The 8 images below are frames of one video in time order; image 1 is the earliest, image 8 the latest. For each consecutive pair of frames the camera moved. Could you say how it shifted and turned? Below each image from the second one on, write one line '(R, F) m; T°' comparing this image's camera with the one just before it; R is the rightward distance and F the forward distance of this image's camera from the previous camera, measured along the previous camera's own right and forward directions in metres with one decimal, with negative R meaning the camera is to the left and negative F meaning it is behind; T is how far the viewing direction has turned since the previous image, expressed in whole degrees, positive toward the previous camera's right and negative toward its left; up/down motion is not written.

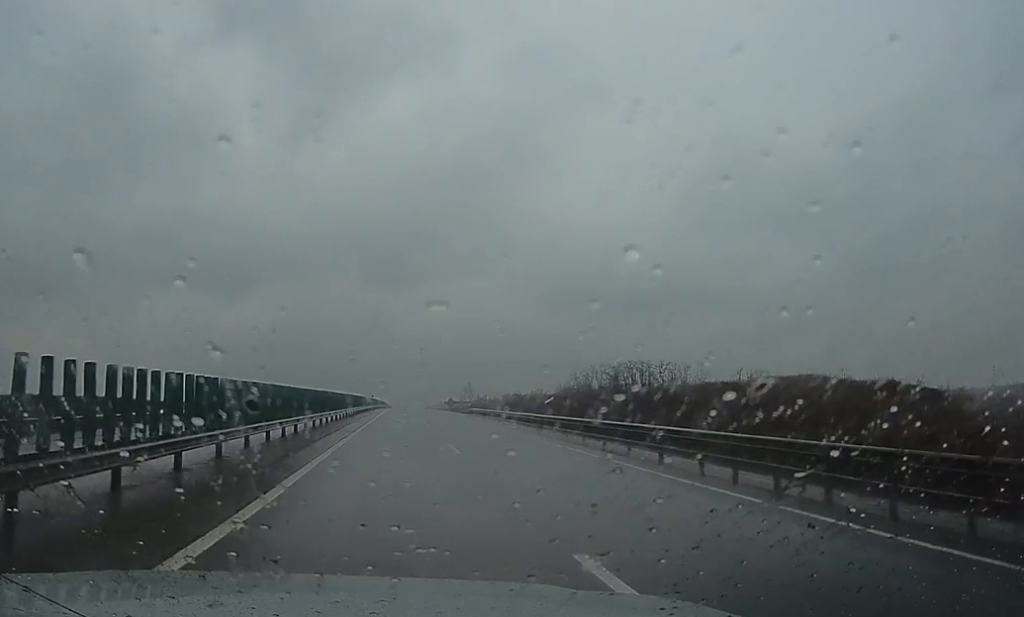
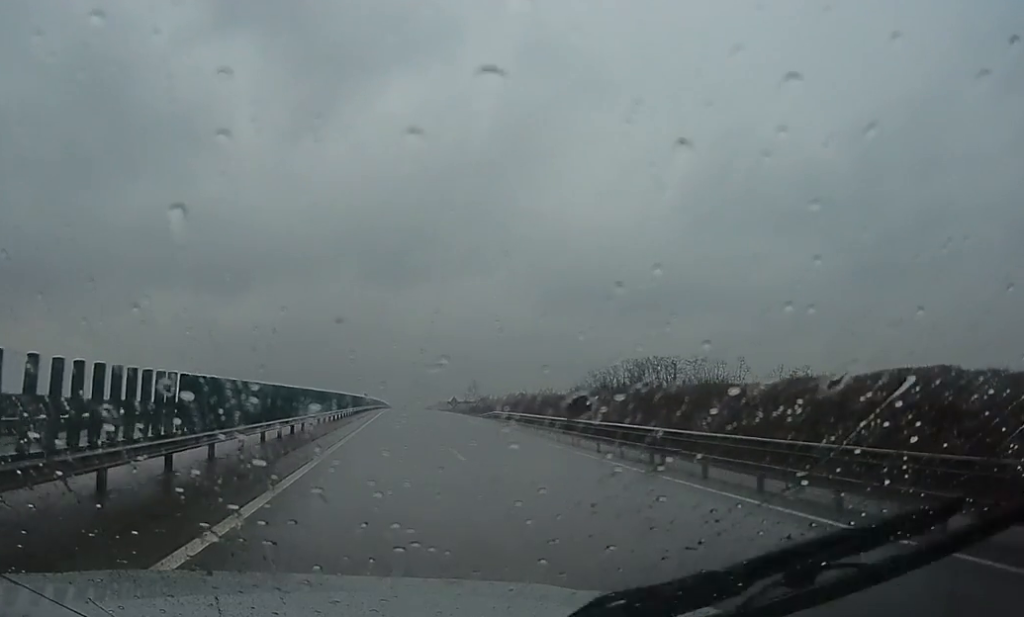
(+0.4, +18.5) m; +1°
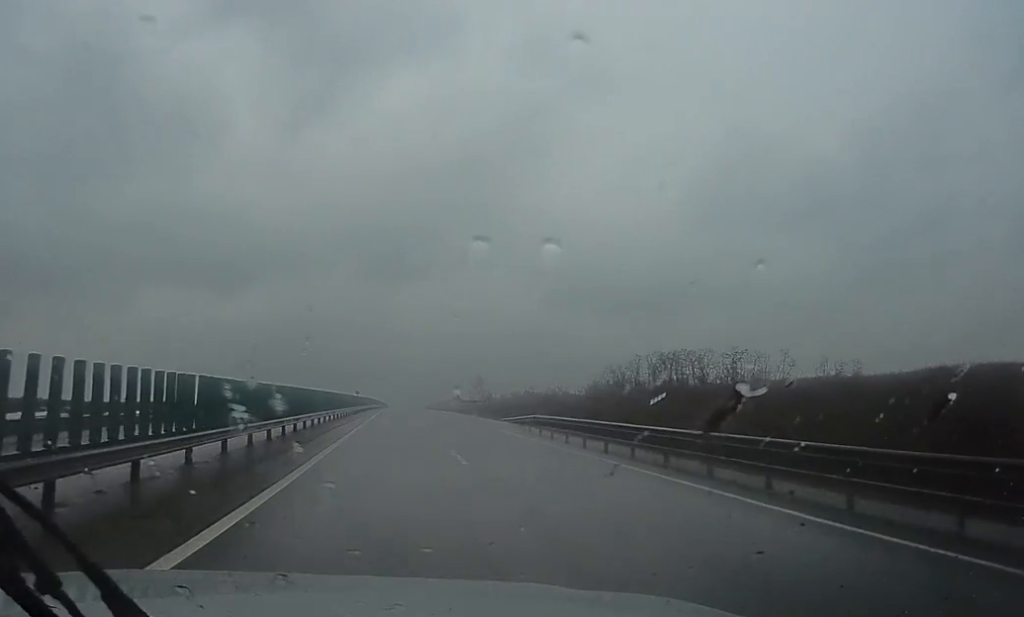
(0.0, +16.2) m; 0°
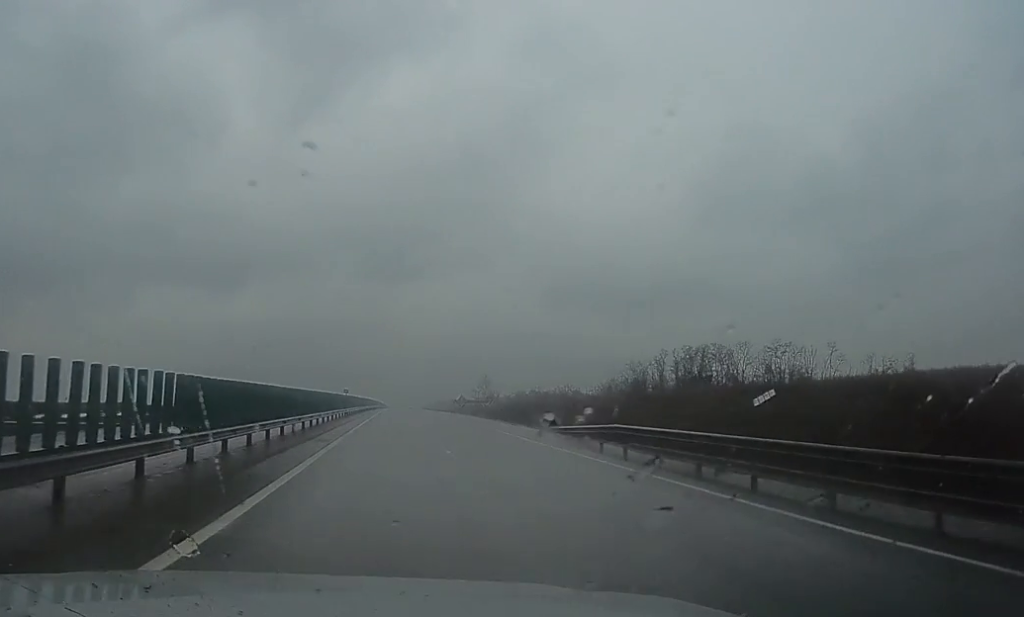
(0.0, +15.1) m; 0°
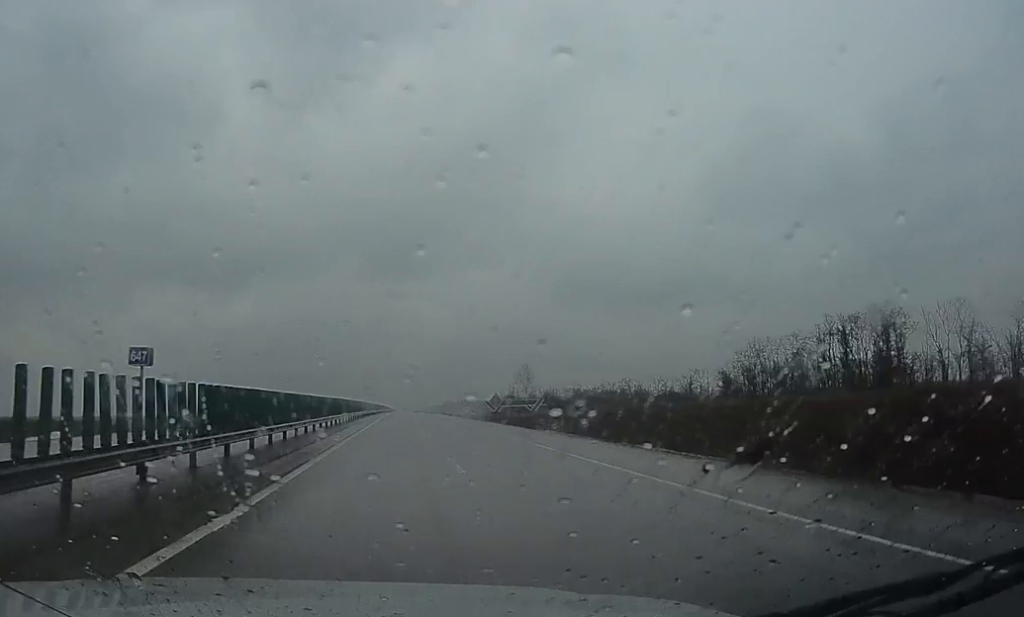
(-0.1, +50.4) m; 0°
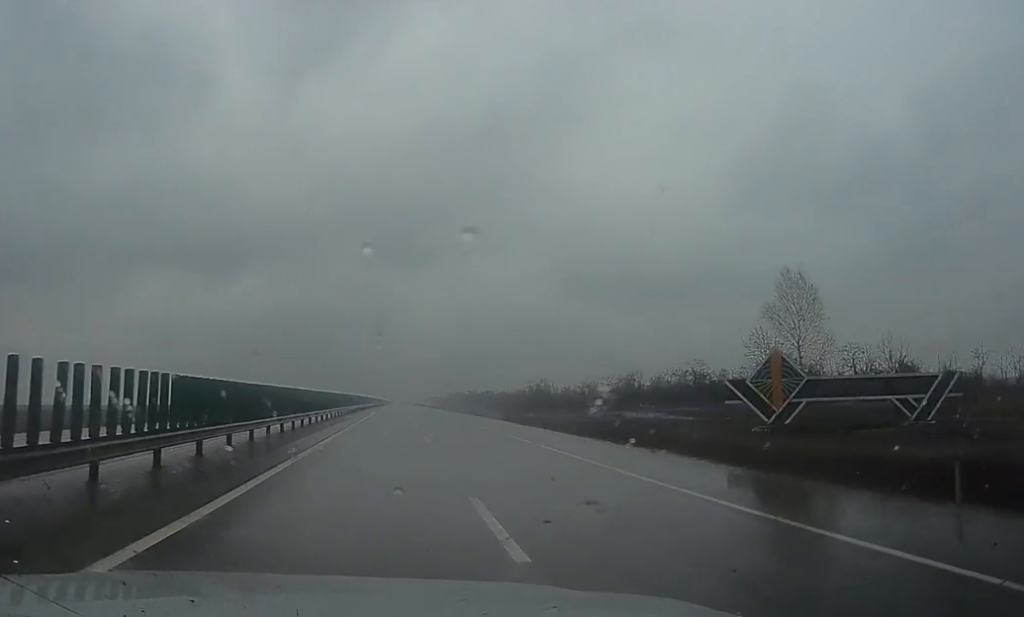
(-1.8, +88.0) m; 0°
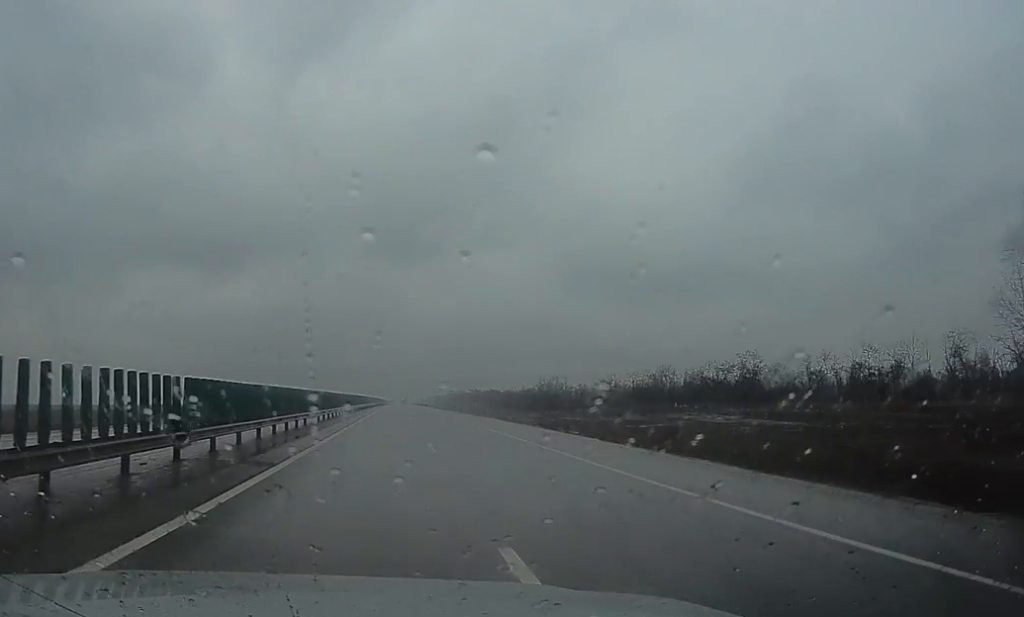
(+0.1, +19.8) m; 0°
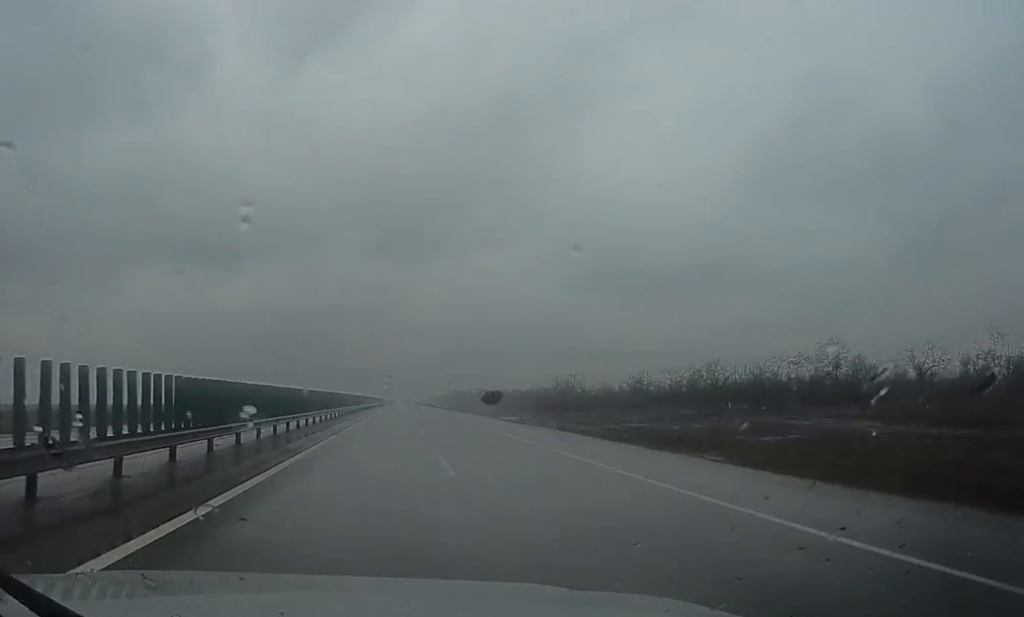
(0.0, +21.0) m; 0°
